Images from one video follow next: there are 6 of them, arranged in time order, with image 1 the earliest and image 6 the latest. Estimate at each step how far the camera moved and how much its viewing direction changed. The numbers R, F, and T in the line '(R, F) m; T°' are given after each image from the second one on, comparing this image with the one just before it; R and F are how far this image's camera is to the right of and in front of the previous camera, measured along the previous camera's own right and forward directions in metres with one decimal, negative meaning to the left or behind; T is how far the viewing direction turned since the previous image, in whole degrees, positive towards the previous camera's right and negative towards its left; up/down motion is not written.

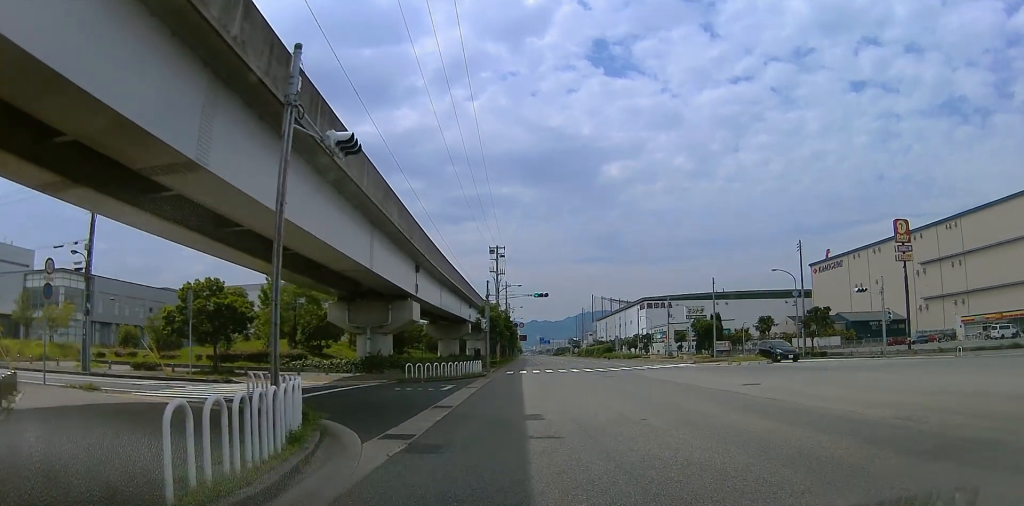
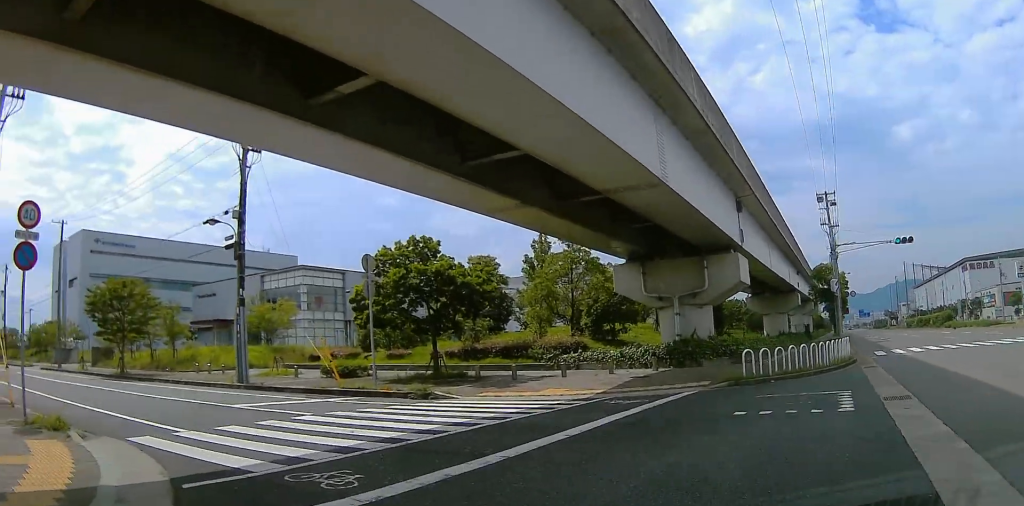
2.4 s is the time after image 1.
(-0.6, +11.9) m; -20°
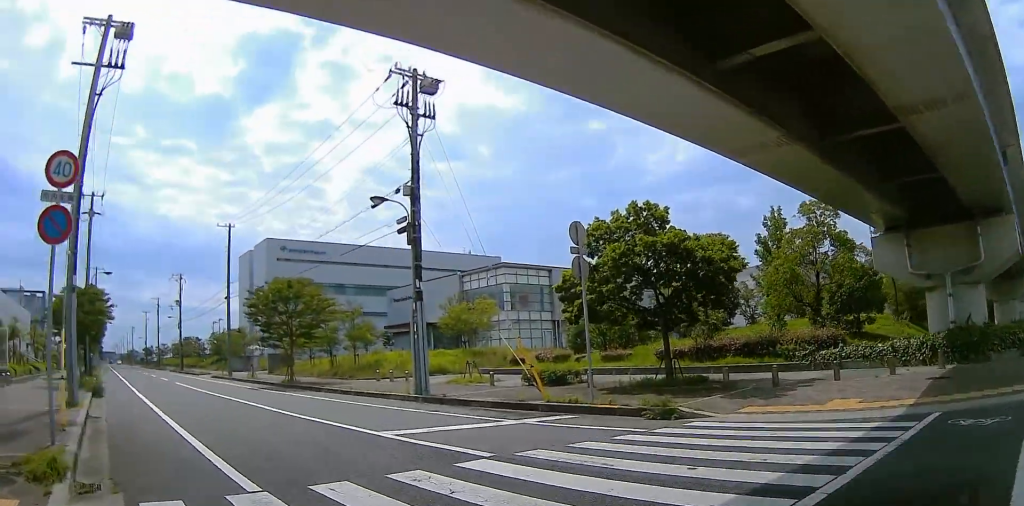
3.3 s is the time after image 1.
(-1.1, +4.9) m; -25°
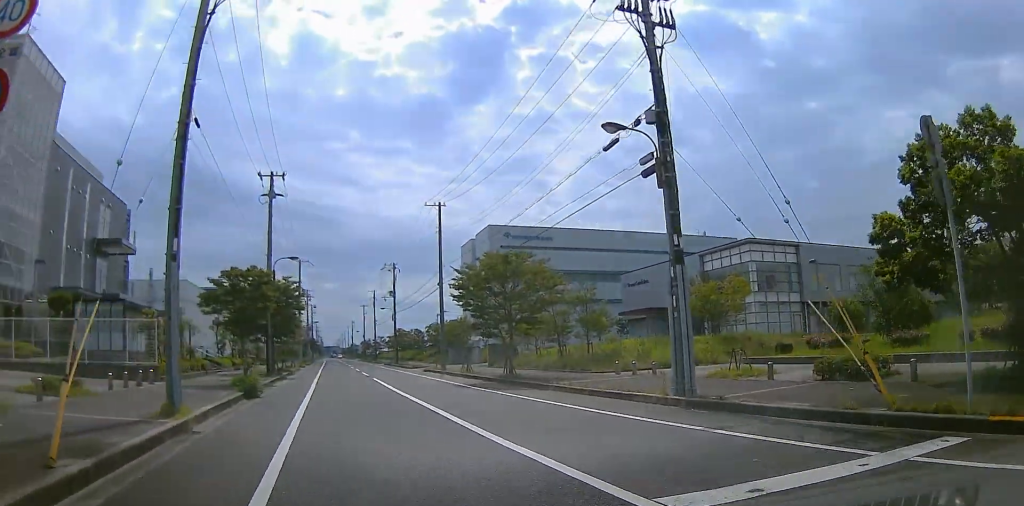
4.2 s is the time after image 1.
(-1.2, +5.6) m; -15°
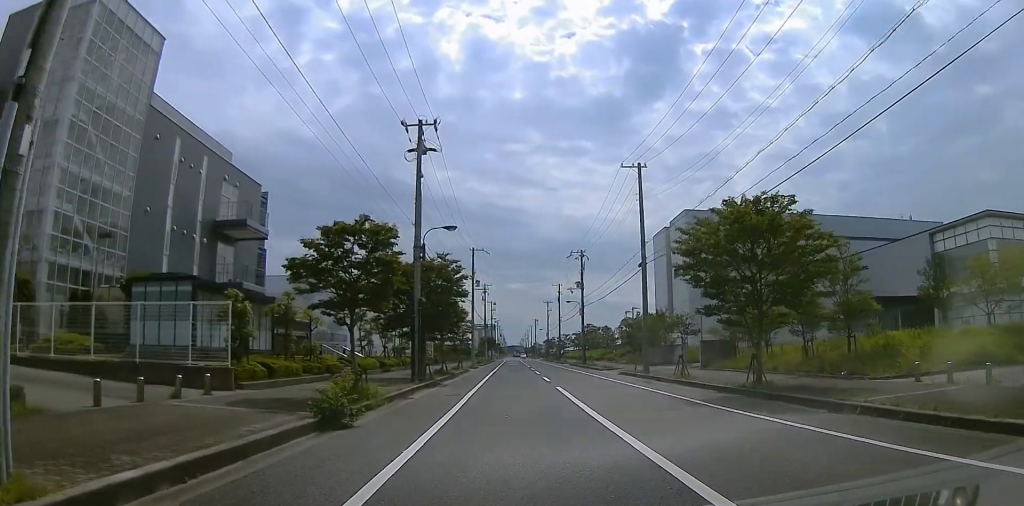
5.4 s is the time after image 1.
(-1.0, +8.6) m; -16°
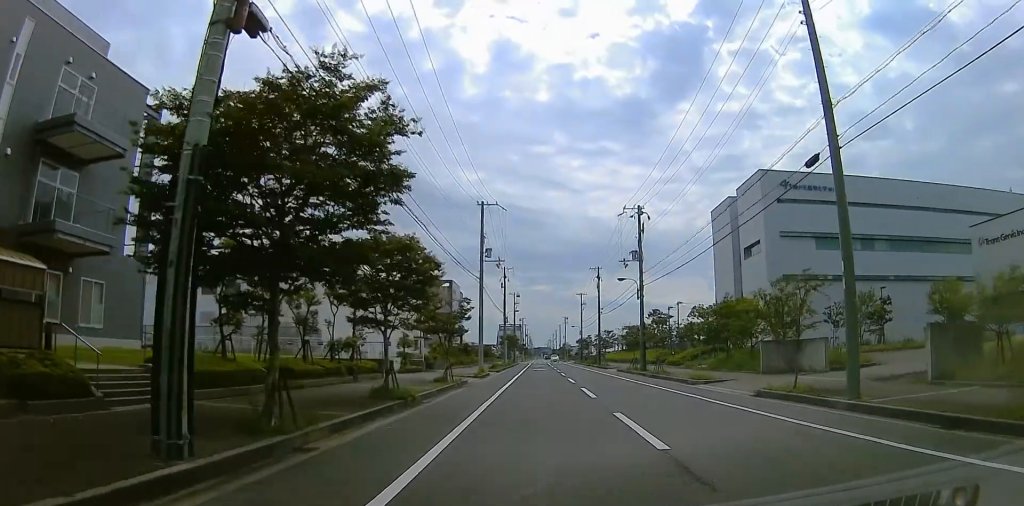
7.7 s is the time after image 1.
(-2.3, +18.1) m; -10°
